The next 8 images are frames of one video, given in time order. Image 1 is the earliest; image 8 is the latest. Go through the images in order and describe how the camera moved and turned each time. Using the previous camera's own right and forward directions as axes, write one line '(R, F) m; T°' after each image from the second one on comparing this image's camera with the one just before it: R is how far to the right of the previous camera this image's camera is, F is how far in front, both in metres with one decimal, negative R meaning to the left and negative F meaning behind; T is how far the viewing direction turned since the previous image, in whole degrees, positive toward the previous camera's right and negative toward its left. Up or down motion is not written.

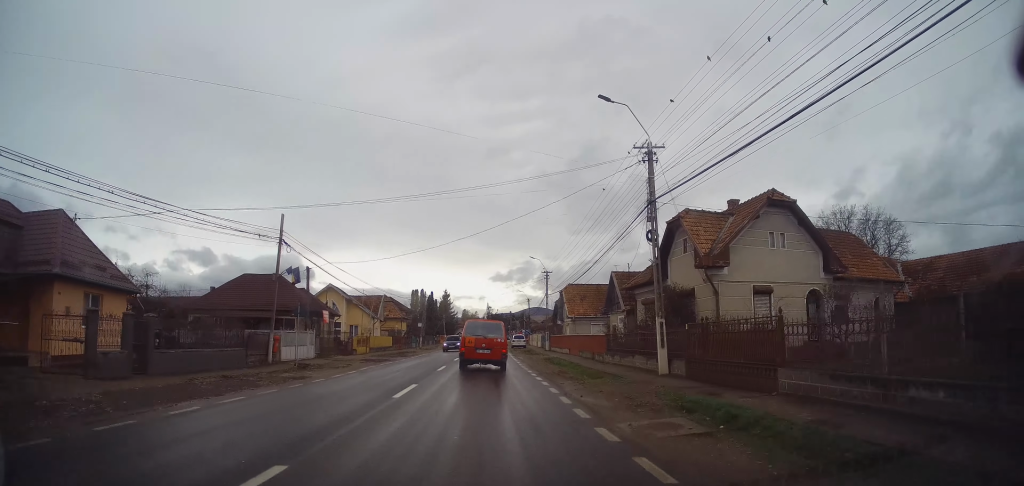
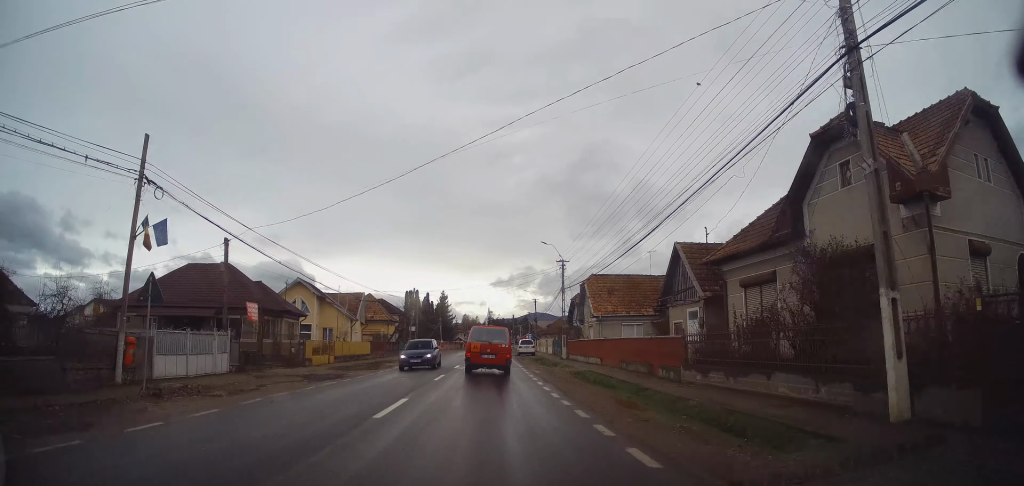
(-0.2, +11.3) m; 0°
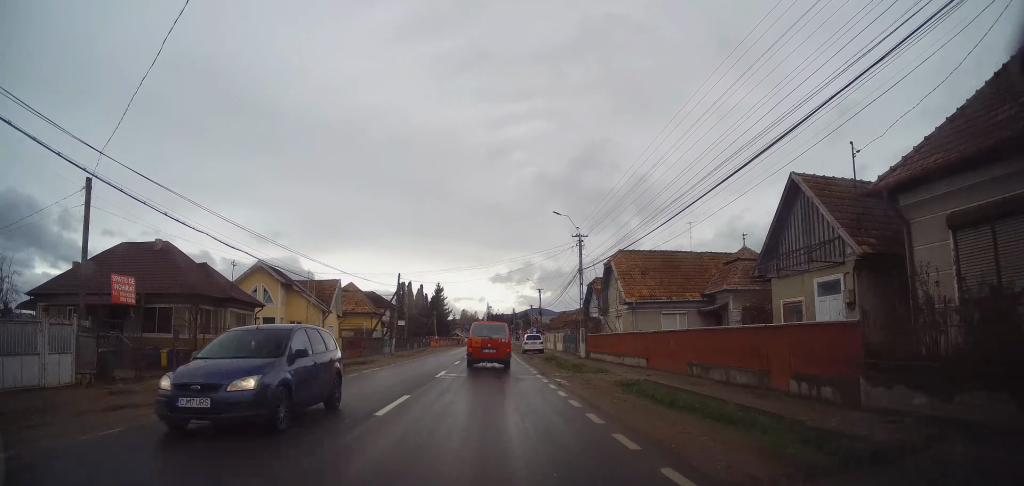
(0.0, +9.2) m; +1°
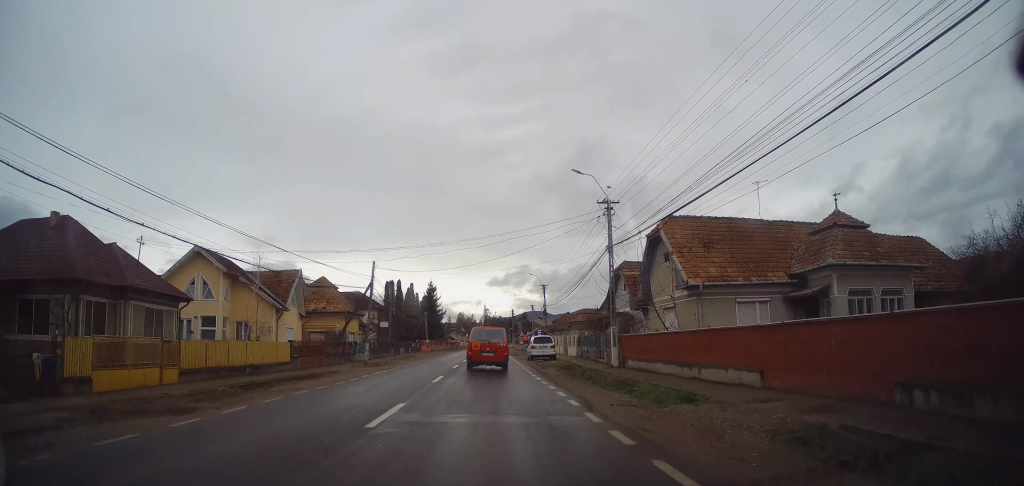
(+0.3, +10.0) m; +1°
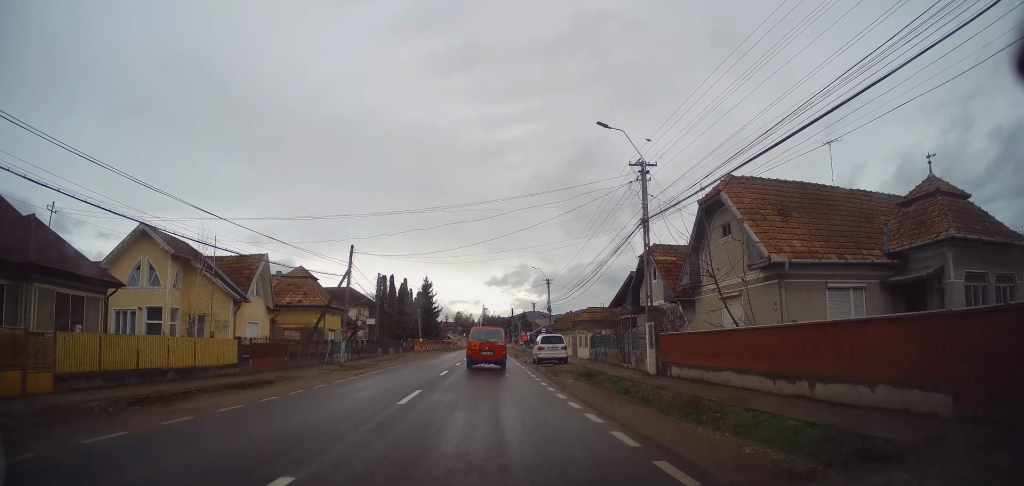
(+0.1, +6.4) m; -1°
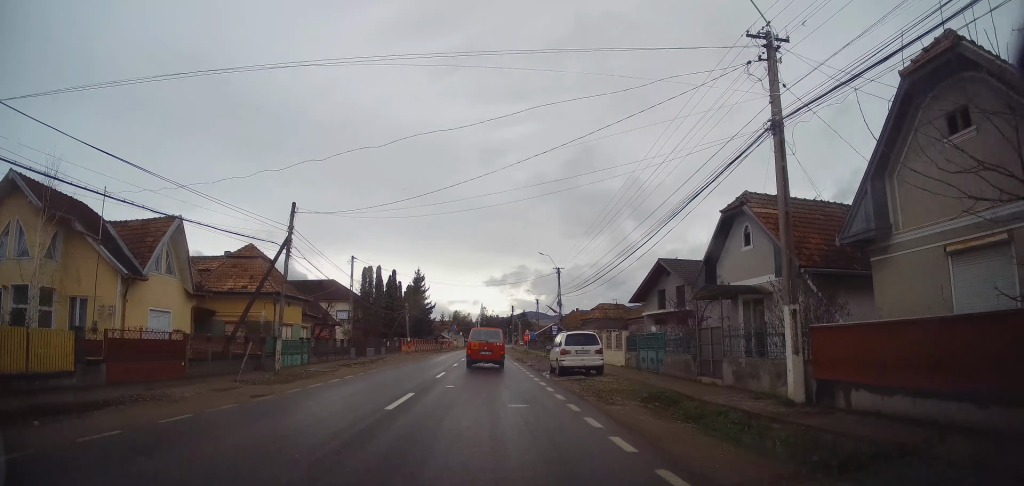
(-0.2, +10.2) m; 0°
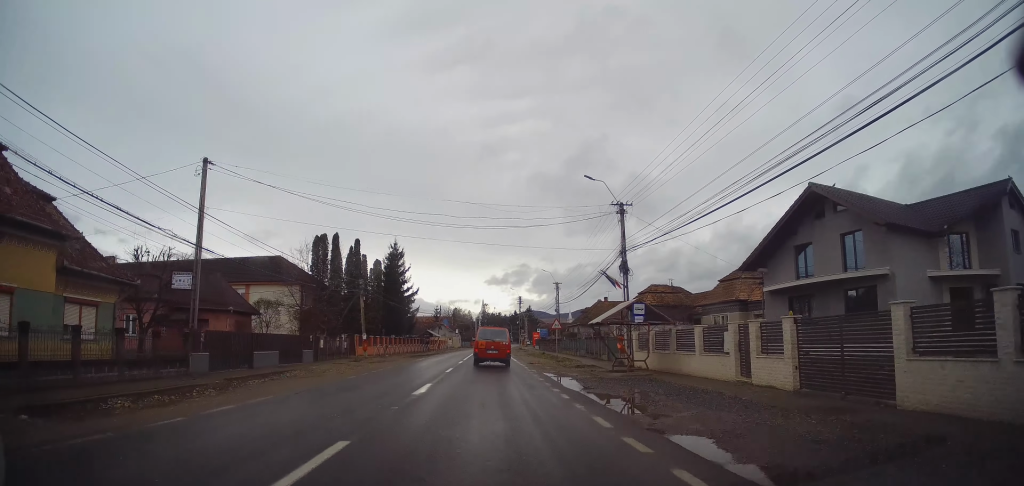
(+0.2, +23.5) m; 0°
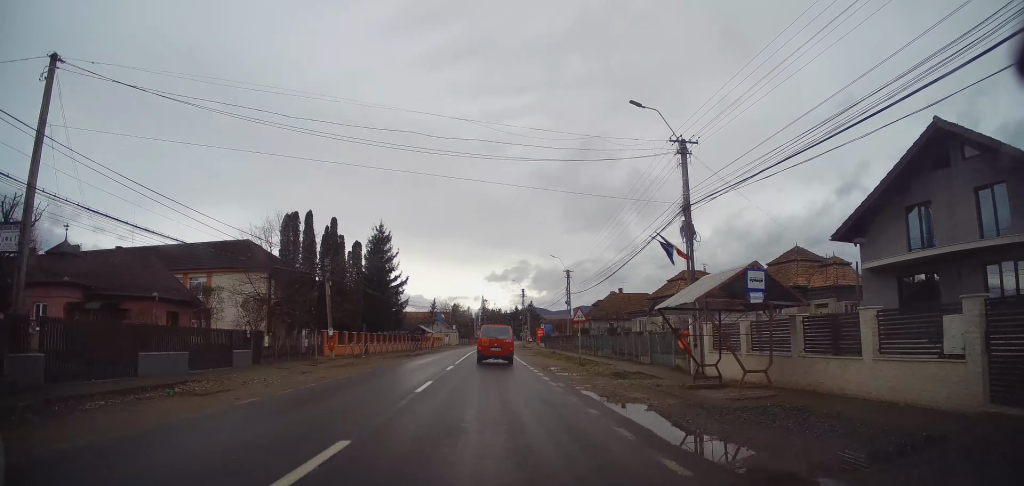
(-0.2, +8.8) m; -1°
